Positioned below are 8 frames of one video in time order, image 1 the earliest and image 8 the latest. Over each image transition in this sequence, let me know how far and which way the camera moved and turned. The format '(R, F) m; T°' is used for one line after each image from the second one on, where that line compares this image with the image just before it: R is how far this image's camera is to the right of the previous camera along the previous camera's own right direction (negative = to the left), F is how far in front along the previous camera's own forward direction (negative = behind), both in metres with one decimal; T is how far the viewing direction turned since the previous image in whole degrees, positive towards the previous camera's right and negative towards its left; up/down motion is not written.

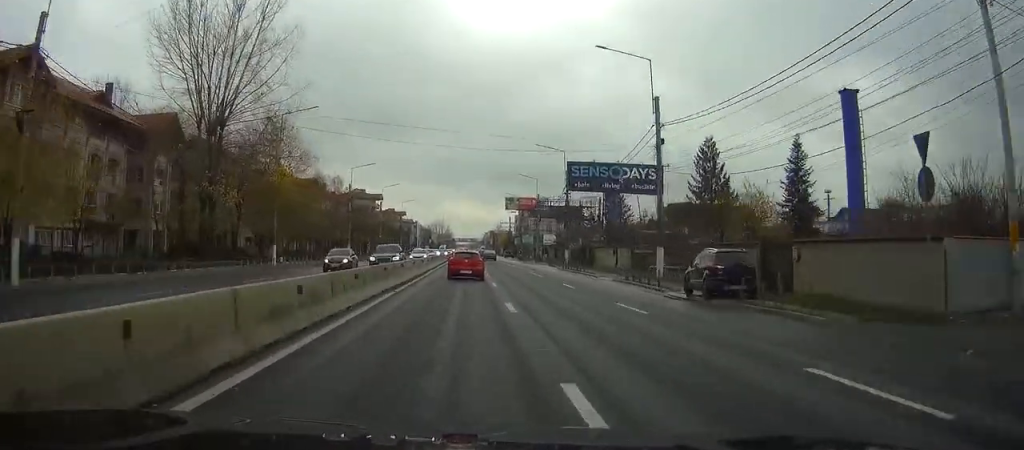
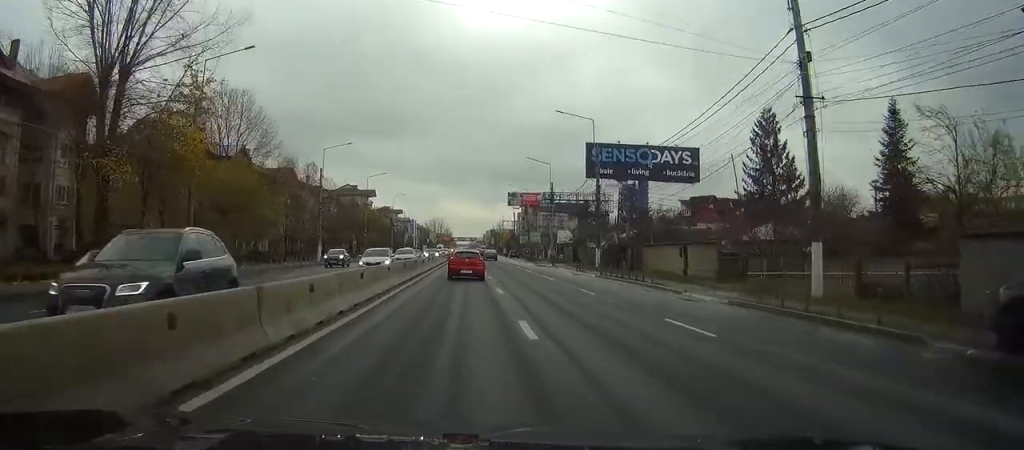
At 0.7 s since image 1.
(0.0, +17.3) m; 0°
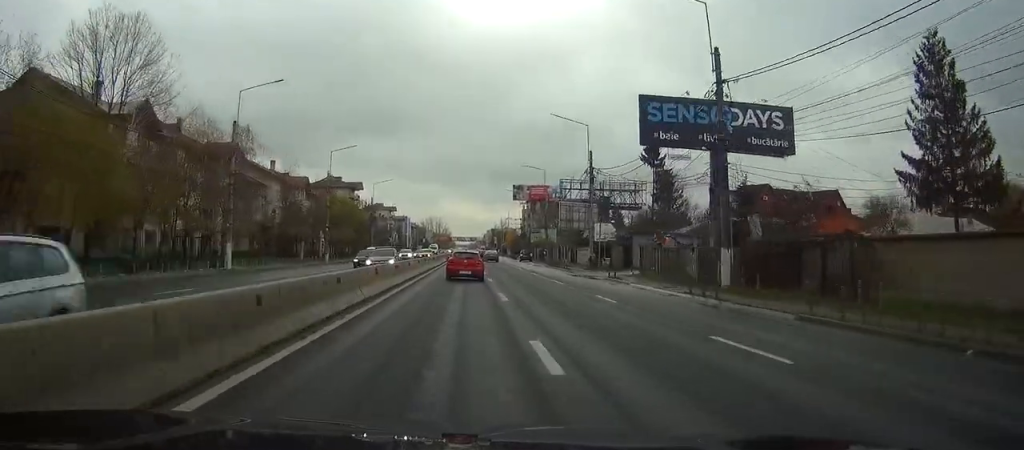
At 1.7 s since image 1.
(-0.1, +27.6) m; 0°
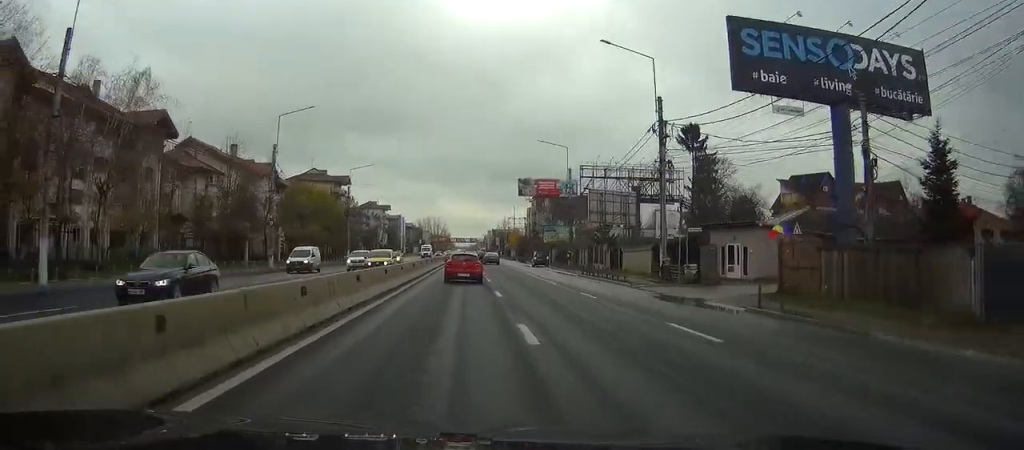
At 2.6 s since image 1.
(0.0, +21.4) m; 0°
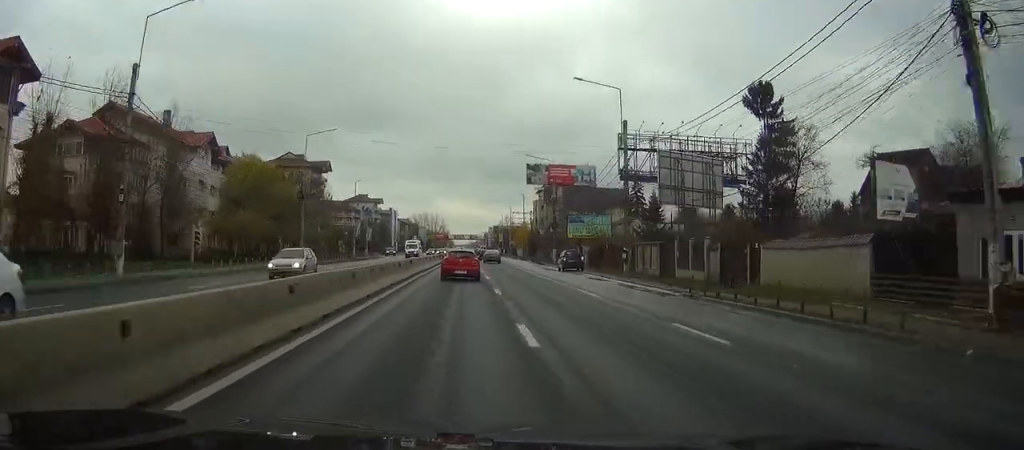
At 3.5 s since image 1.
(0.0, +24.8) m; 0°
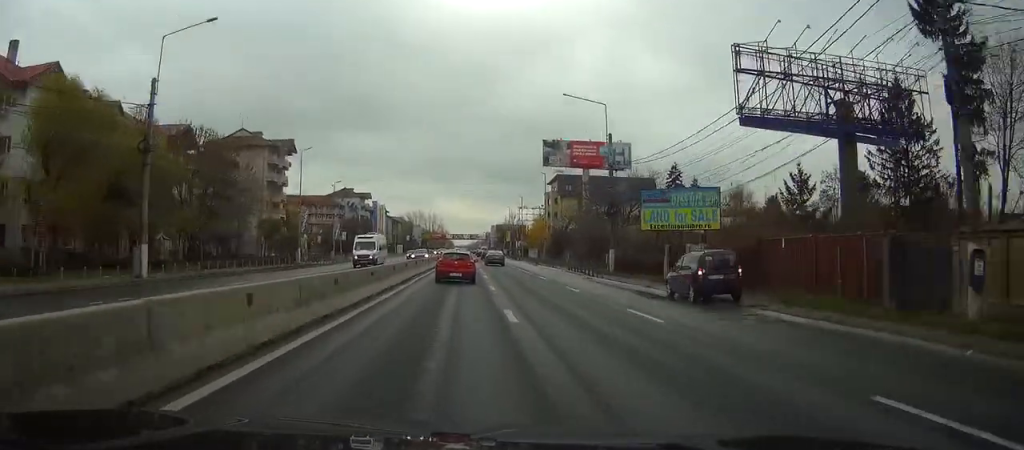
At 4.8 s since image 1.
(0.0, +32.5) m; 0°
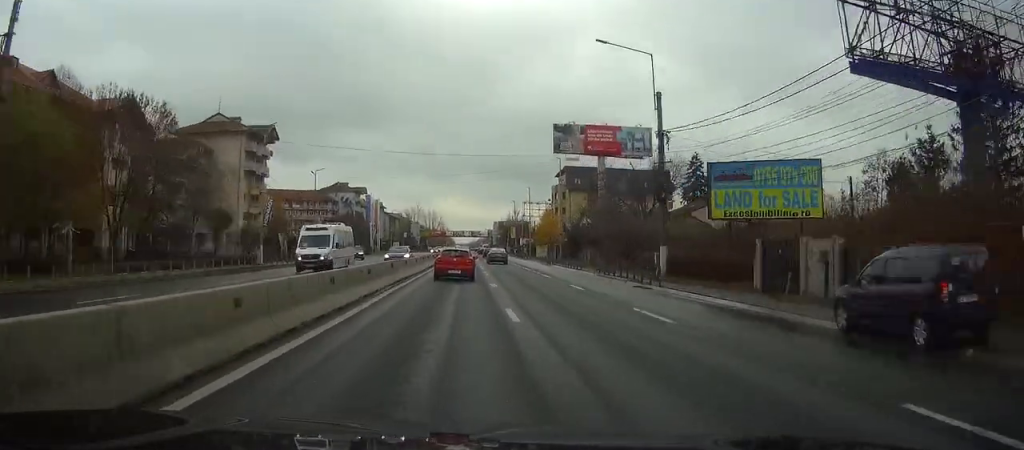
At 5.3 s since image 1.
(0.0, +12.7) m; 0°
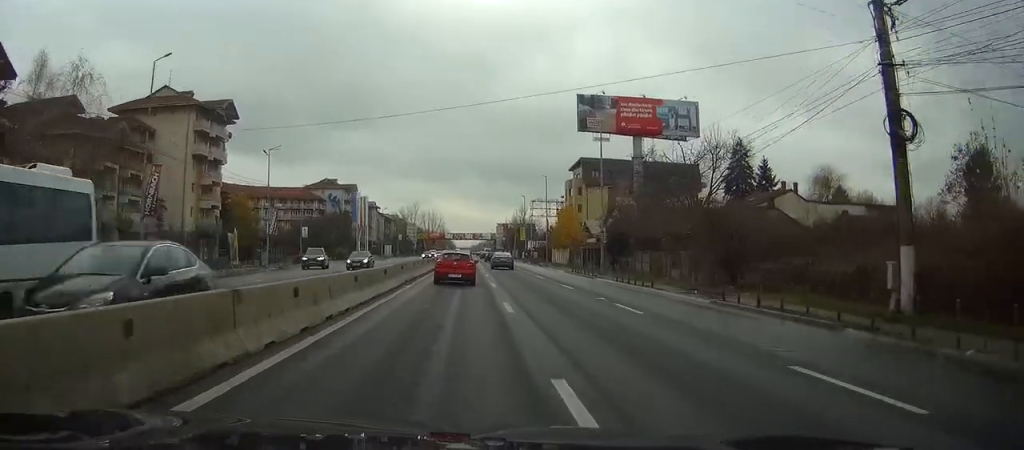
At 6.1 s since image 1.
(-0.1, +21.2) m; 0°
